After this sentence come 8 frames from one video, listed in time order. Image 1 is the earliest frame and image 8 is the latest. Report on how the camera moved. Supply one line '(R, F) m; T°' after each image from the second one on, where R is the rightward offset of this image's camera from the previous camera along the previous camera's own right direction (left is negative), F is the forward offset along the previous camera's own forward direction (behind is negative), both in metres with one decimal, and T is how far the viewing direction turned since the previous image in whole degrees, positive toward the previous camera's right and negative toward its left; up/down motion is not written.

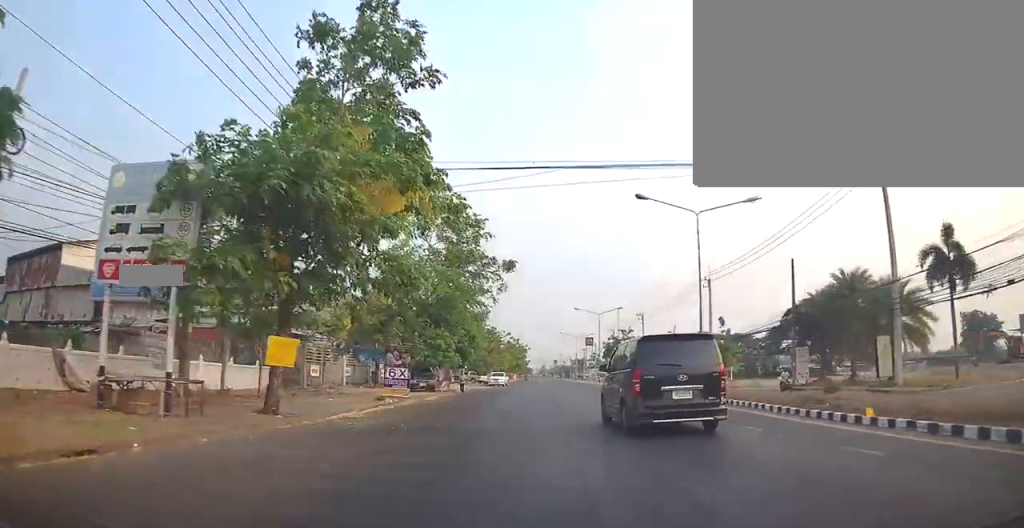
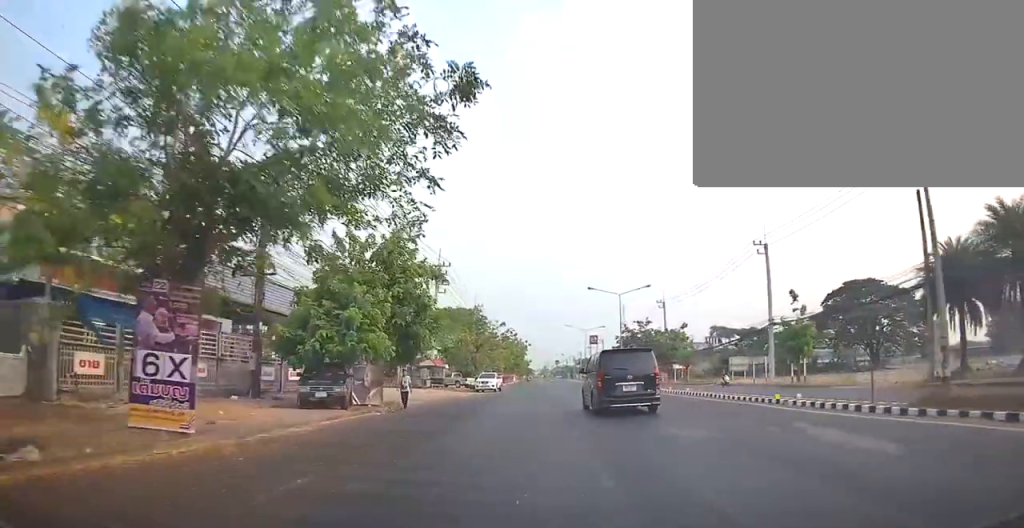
(-0.3, +17.2) m; 0°
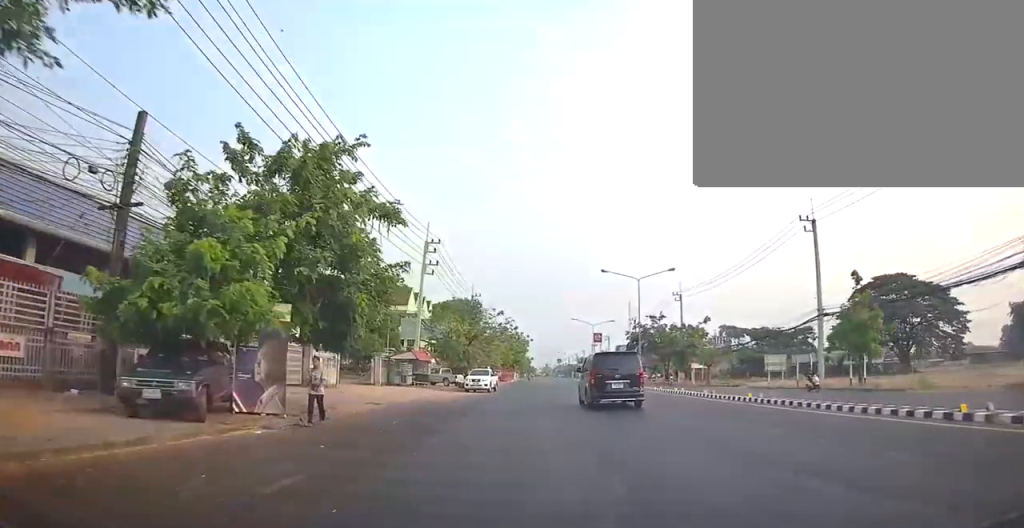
(+0.1, +8.8) m; 0°
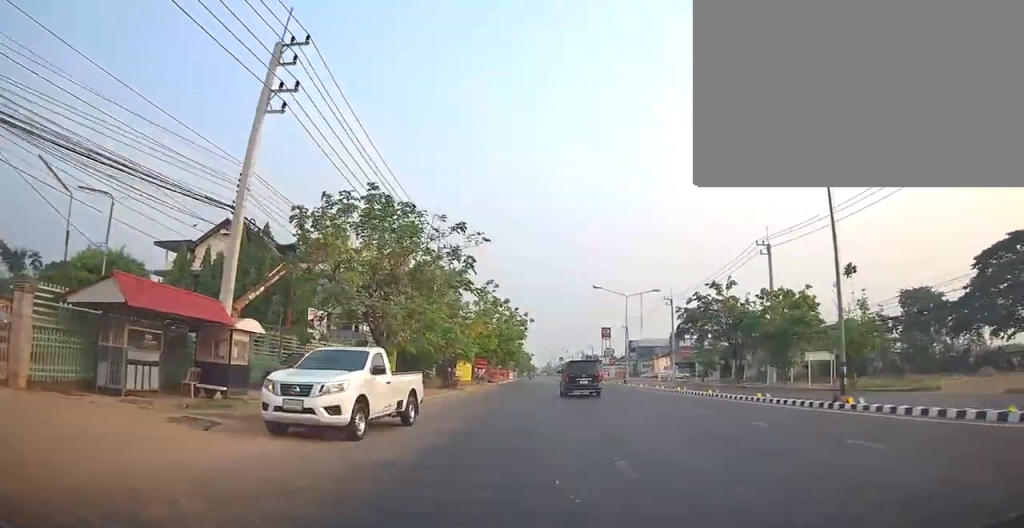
(-0.5, +31.8) m; -2°
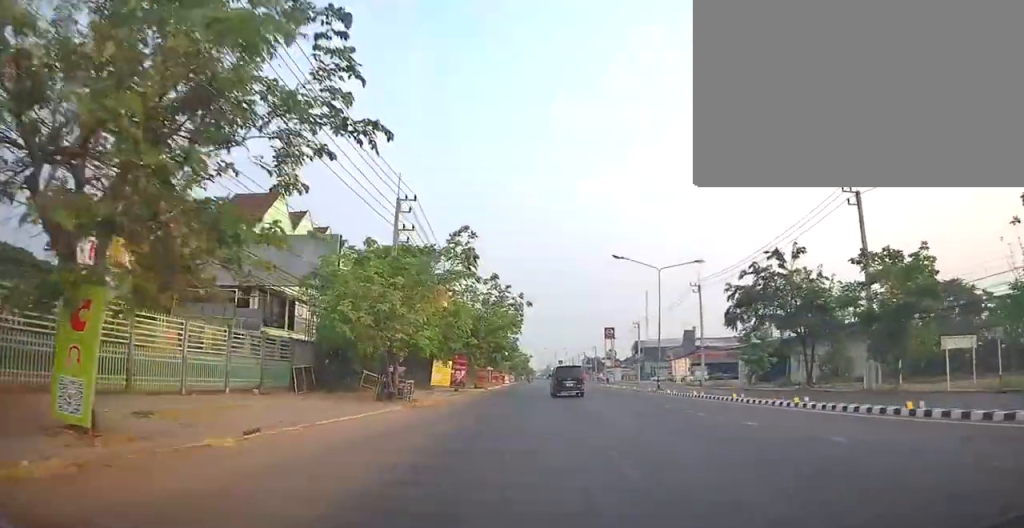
(+0.4, +16.3) m; +2°
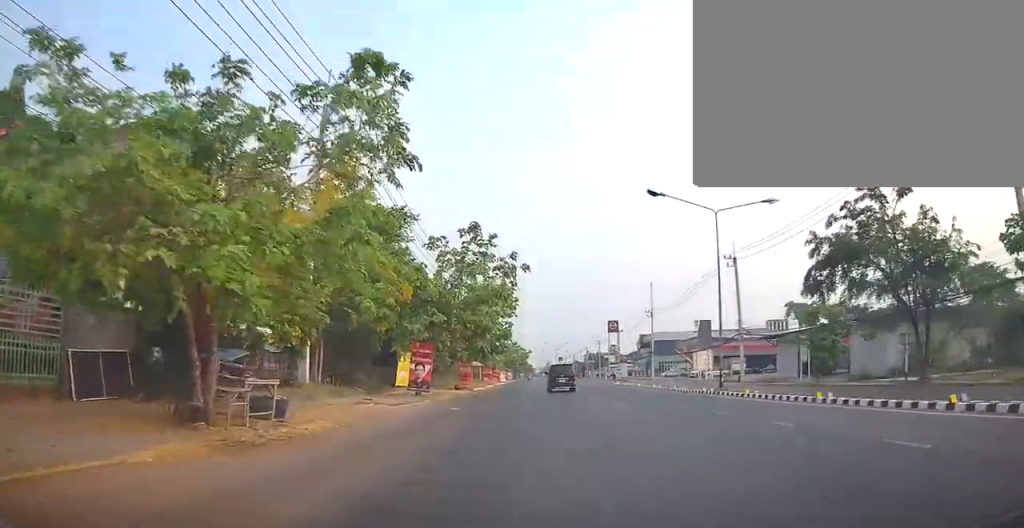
(+0.1, +14.0) m; -1°
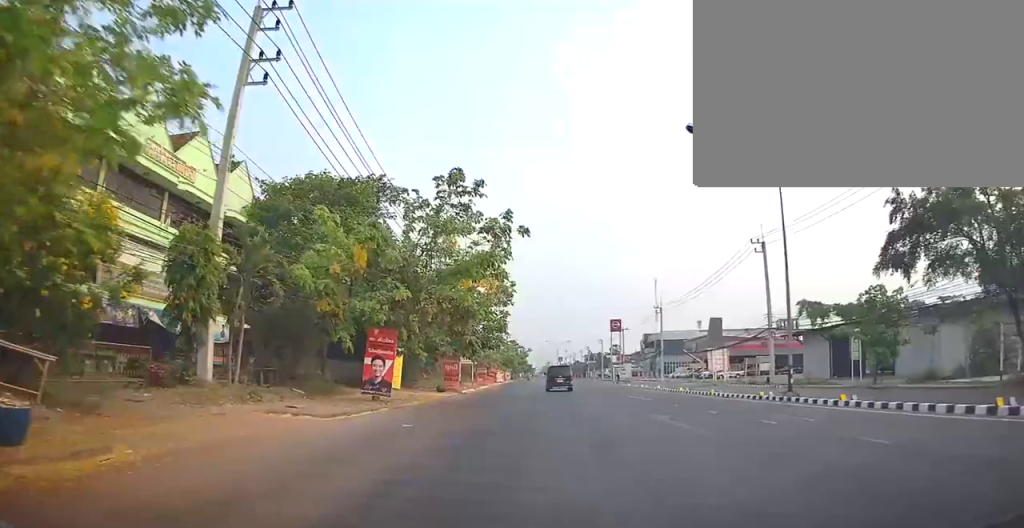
(-0.3, +7.6) m; -2°
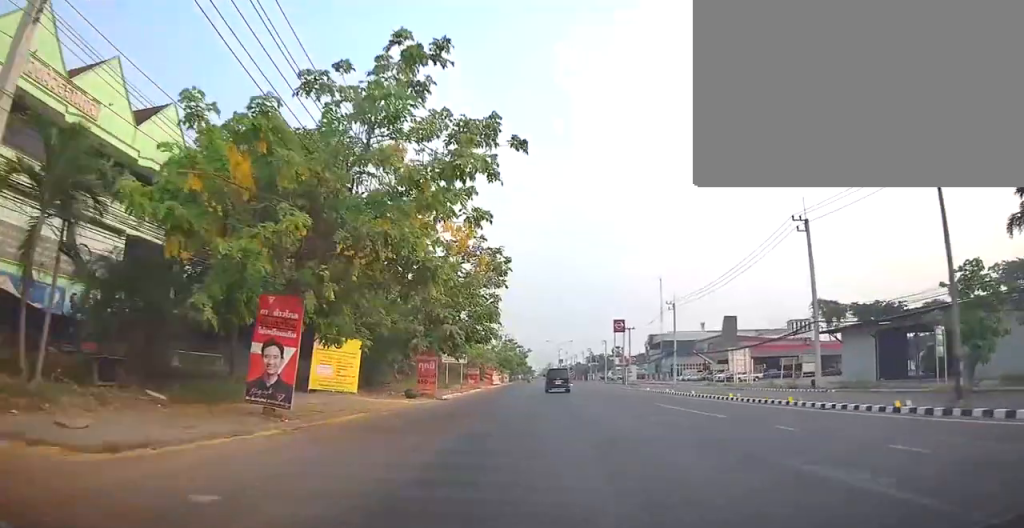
(0.0, +8.6) m; 0°
